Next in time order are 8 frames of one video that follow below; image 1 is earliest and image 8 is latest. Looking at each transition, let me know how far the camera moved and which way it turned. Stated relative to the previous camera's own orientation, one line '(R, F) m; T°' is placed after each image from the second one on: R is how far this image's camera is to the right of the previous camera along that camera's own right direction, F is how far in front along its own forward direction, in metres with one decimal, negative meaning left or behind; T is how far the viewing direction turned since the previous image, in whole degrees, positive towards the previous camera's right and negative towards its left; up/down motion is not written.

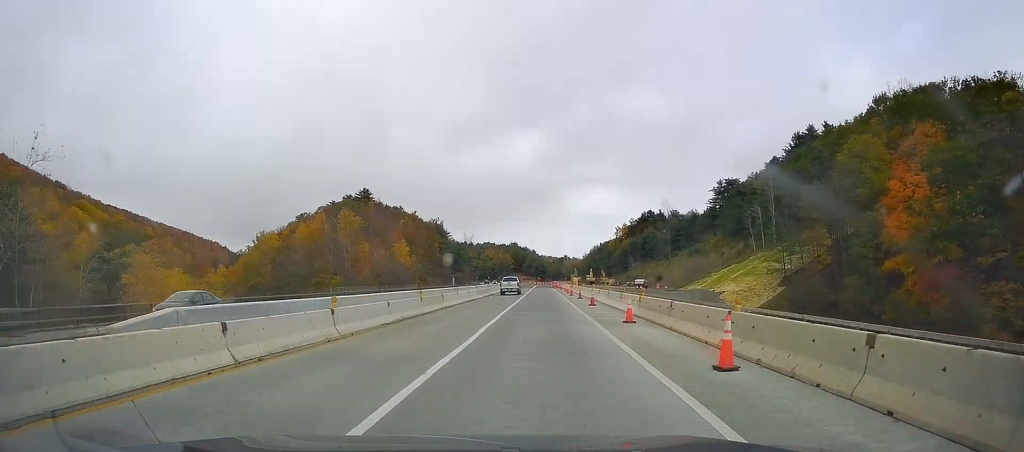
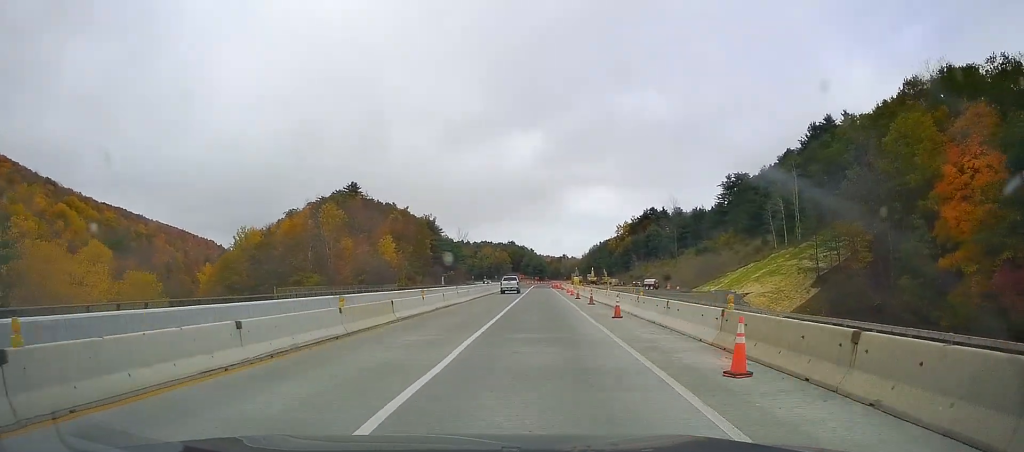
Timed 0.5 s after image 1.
(0.0, +11.6) m; +1°
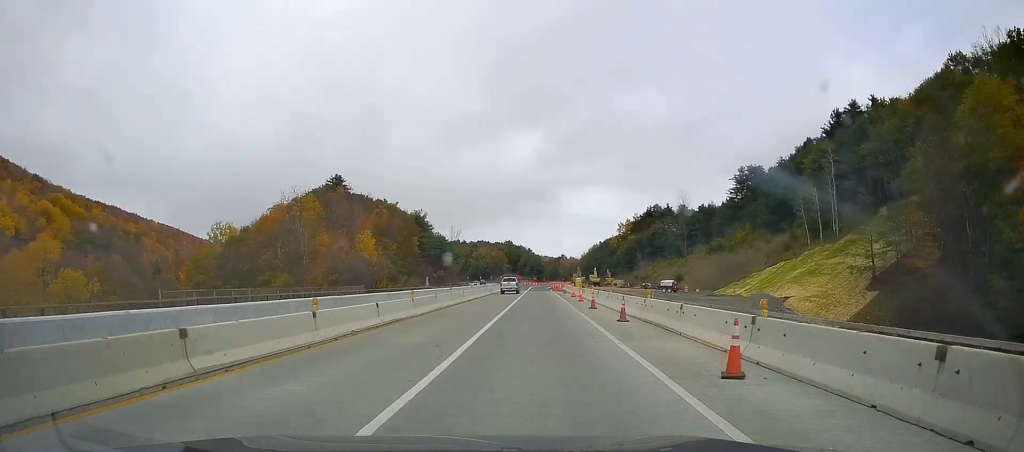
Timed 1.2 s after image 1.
(-0.2, +14.1) m; +1°
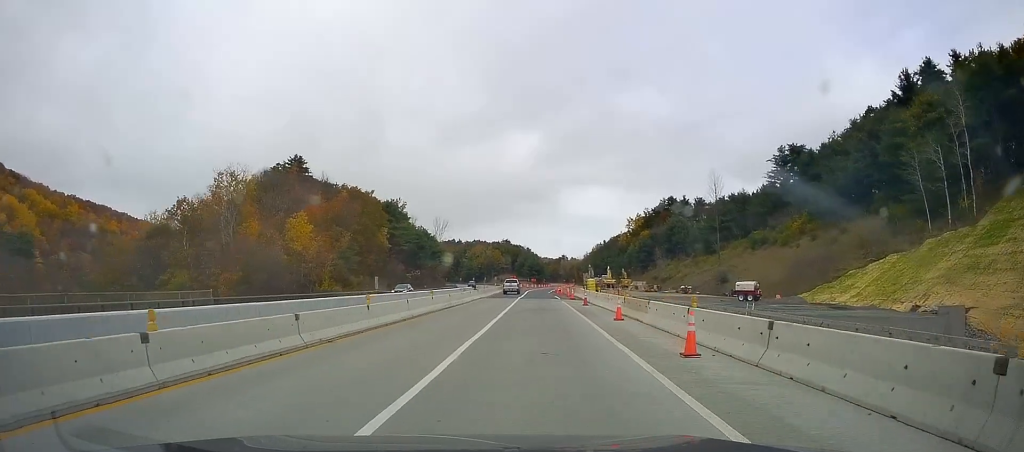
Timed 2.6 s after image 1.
(+0.8, +31.1) m; 0°
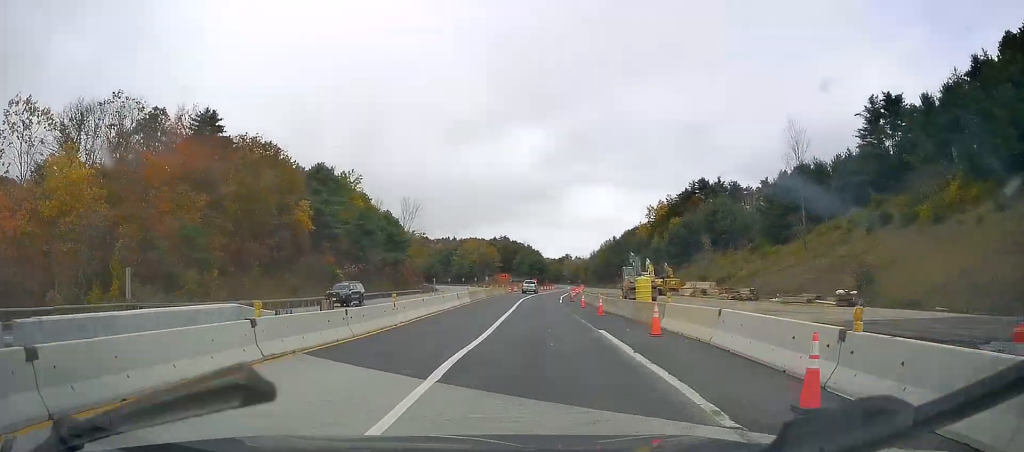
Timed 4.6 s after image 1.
(-0.3, +44.4) m; 0°
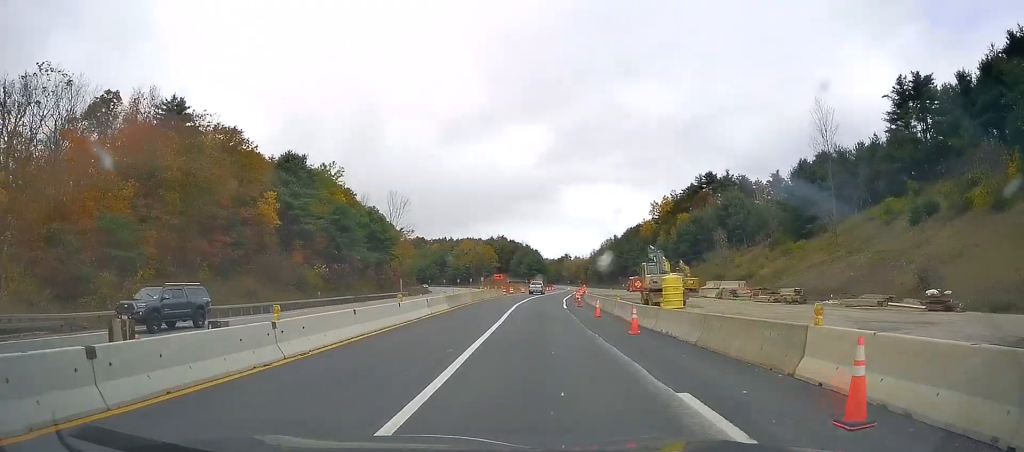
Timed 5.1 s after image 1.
(-0.1, +10.7) m; 0°
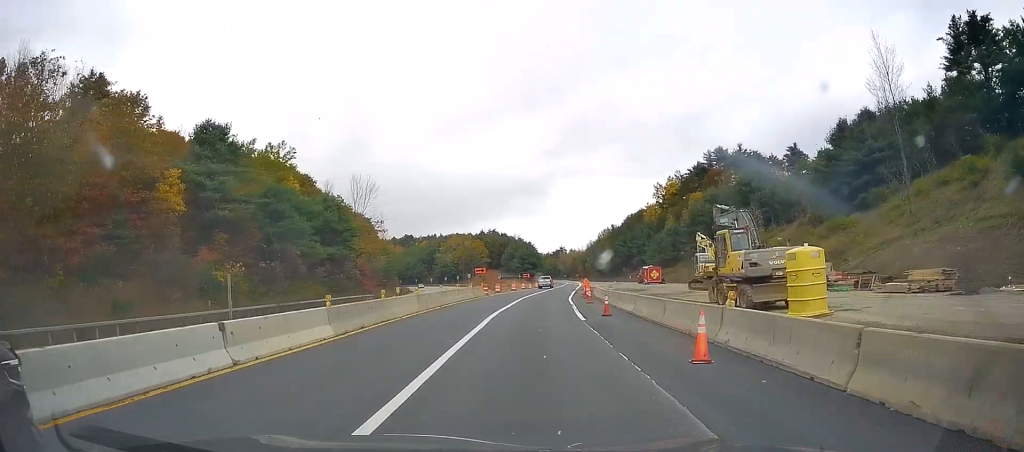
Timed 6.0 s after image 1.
(+0.2, +19.9) m; -1°
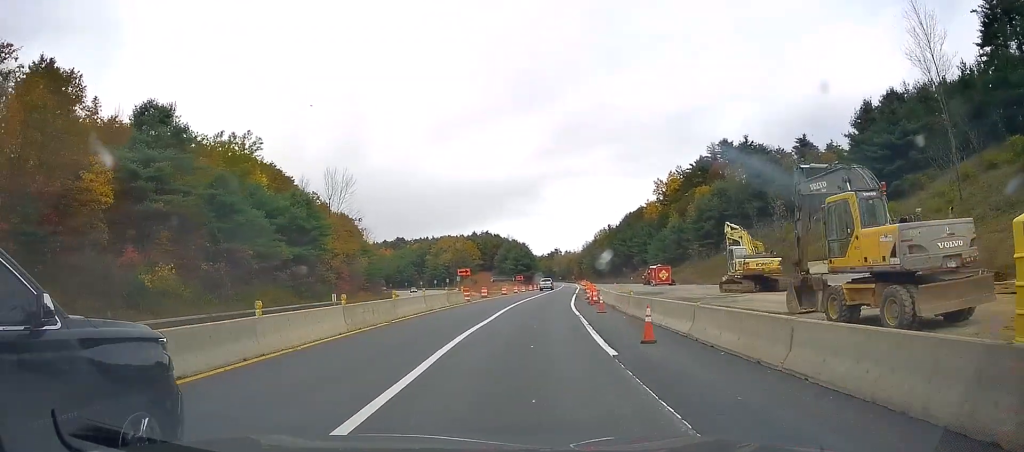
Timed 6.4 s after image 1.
(-0.1, +10.2) m; 0°
